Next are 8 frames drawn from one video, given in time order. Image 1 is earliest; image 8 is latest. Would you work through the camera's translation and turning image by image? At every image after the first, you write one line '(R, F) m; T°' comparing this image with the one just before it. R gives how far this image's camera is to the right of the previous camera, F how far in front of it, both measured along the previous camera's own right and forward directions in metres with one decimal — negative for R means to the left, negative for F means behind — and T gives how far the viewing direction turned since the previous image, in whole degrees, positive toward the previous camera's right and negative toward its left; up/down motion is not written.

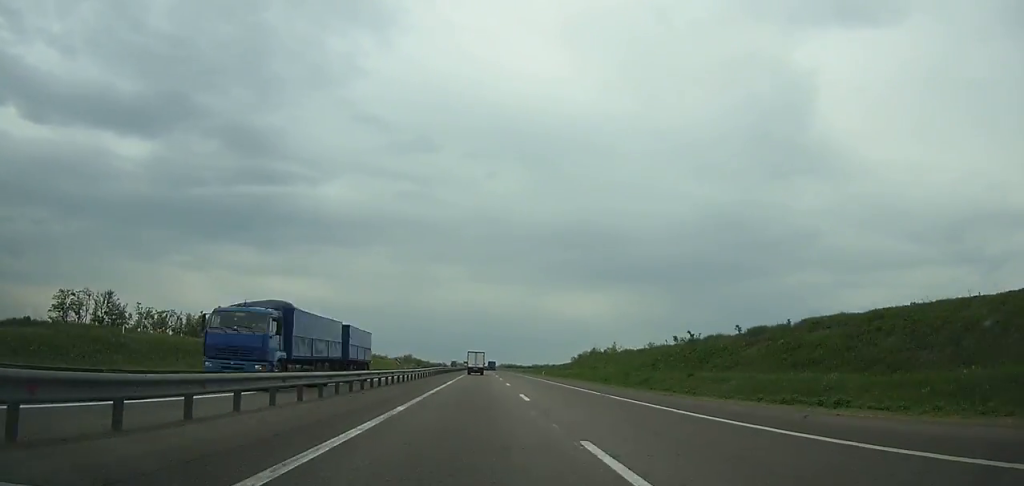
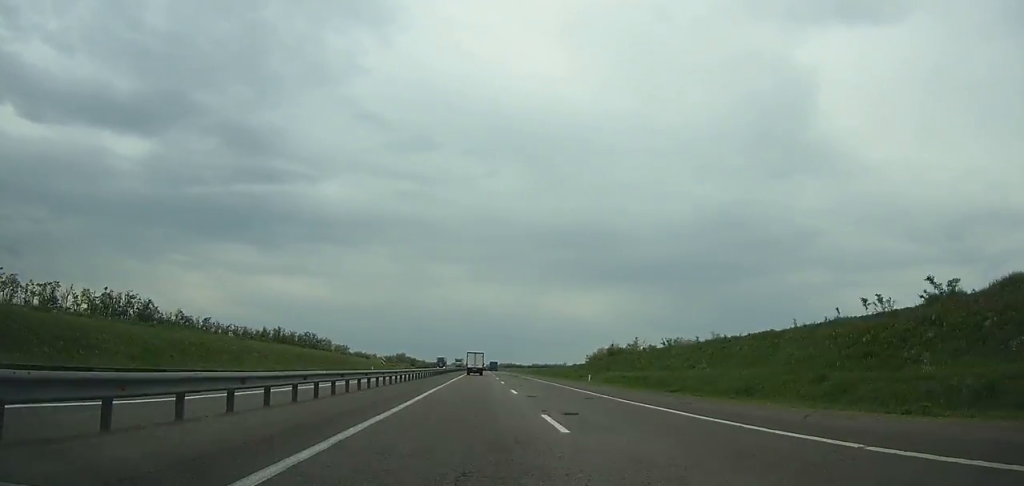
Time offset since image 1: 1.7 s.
(+0.1, +40.4) m; 0°
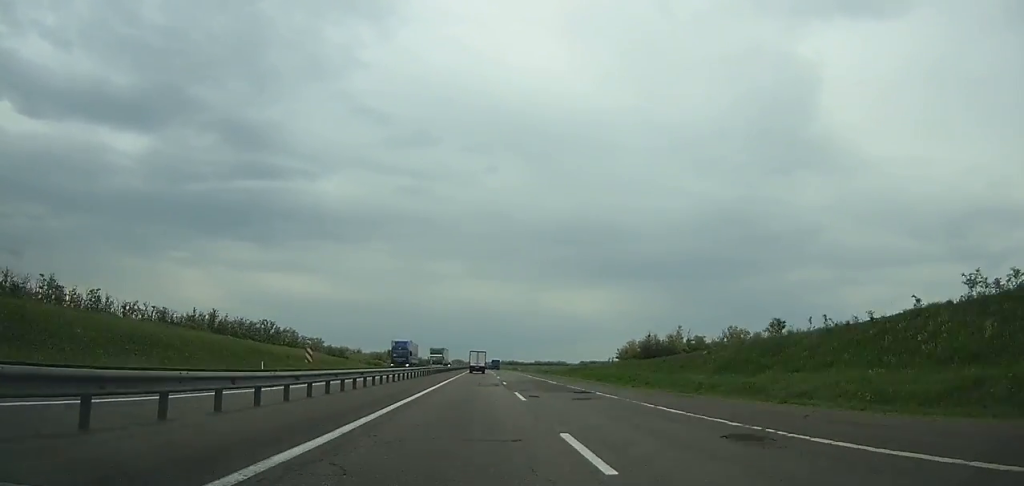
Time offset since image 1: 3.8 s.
(+0.1, +49.8) m; 0°
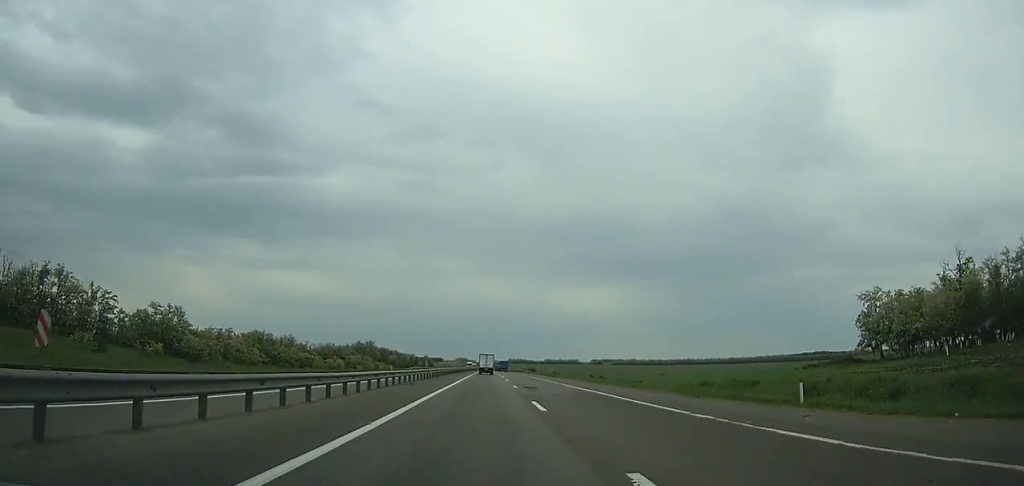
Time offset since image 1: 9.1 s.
(-0.3, +127.6) m; 0°
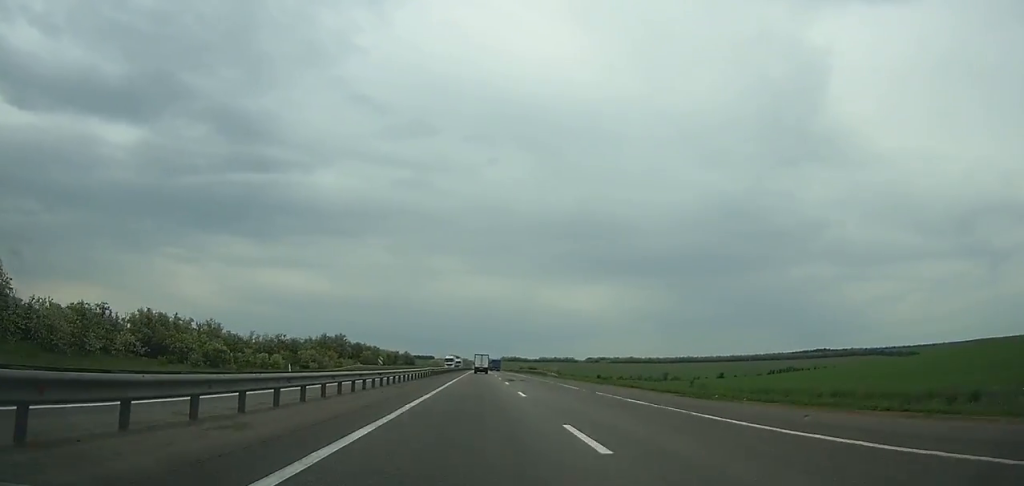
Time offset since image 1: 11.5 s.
(+0.1, +58.3) m; 0°
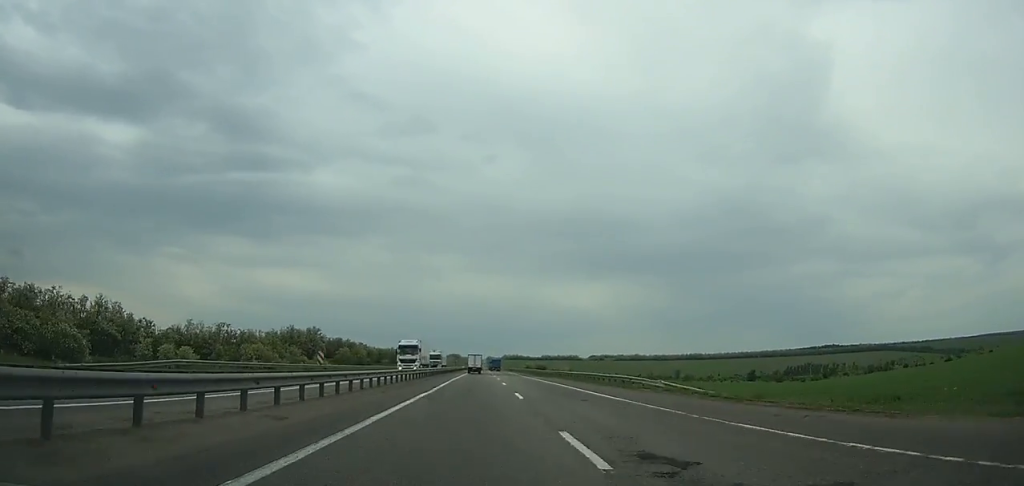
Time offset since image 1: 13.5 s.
(0.0, +48.6) m; 0°
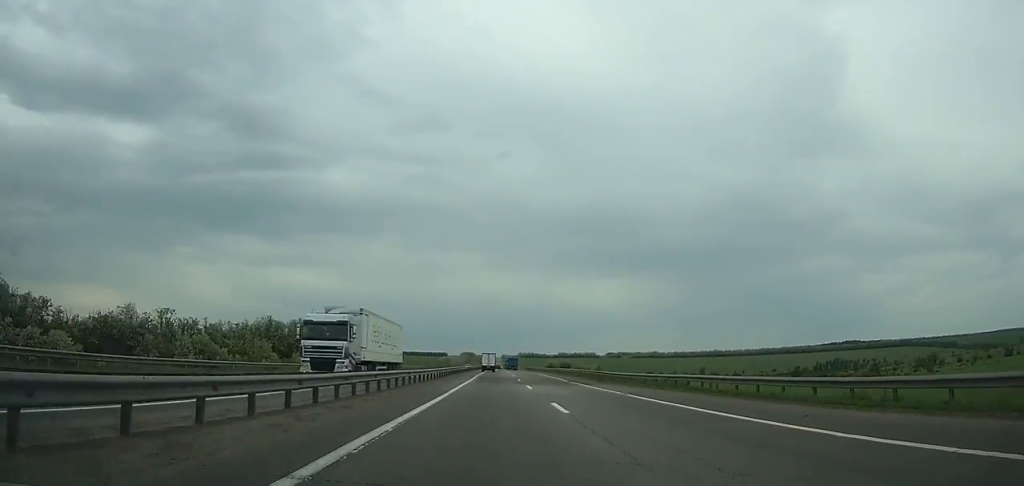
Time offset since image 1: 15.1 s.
(-0.1, +38.8) m; 0°
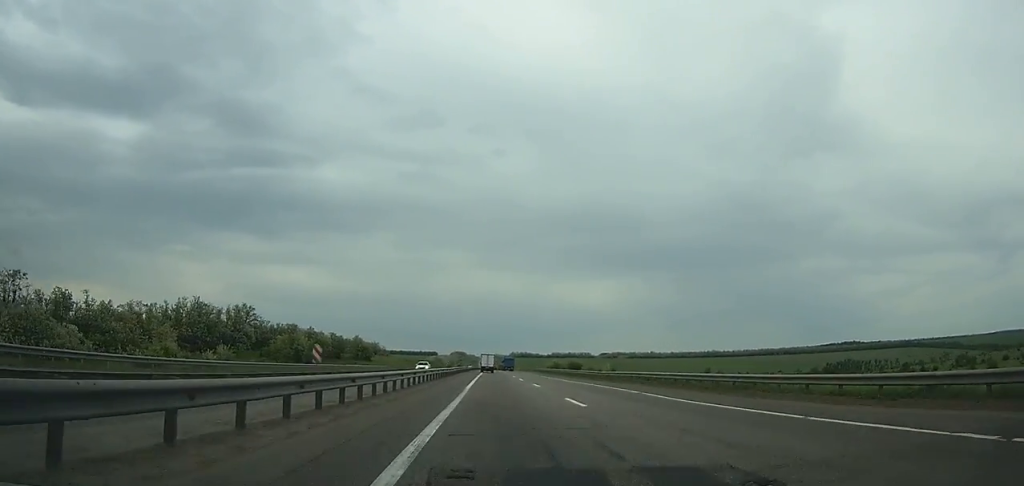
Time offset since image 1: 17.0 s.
(0.0, +46.0) m; 0°
